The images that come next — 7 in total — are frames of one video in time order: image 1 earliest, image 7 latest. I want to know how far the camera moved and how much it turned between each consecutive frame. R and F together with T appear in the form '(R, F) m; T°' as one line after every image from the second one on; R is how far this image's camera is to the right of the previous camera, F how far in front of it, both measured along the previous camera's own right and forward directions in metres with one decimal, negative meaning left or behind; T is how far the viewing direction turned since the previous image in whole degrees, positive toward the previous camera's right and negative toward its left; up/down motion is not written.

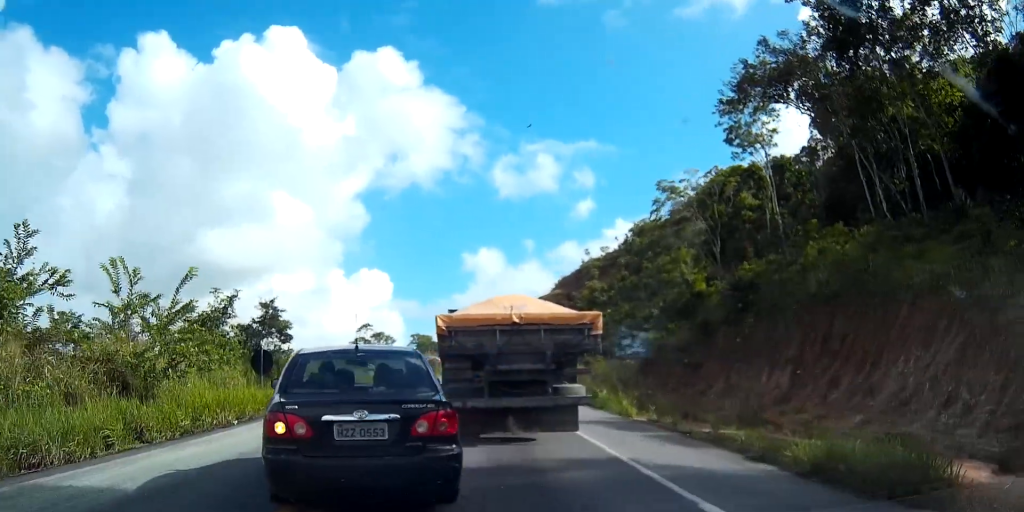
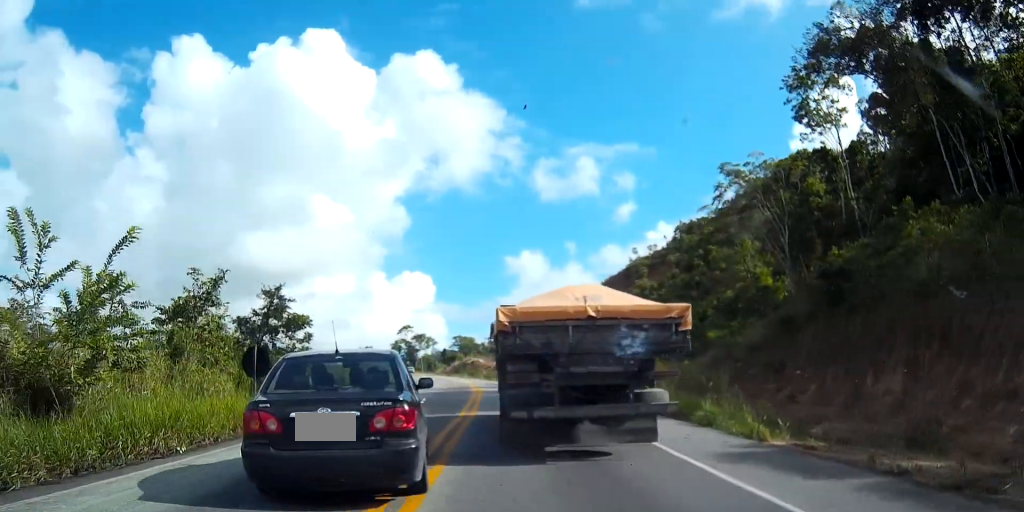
(0.0, +6.7) m; -3°
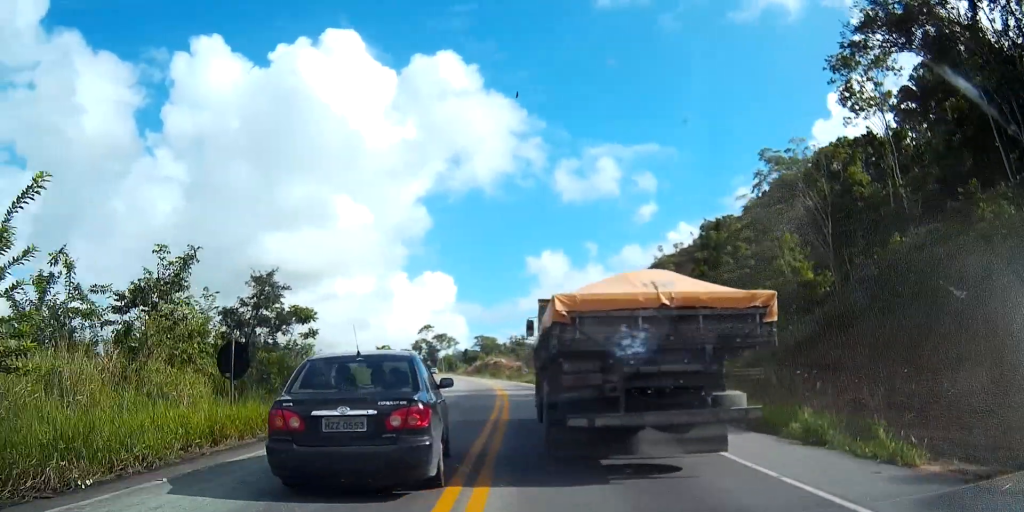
(-0.1, +4.7) m; -1°
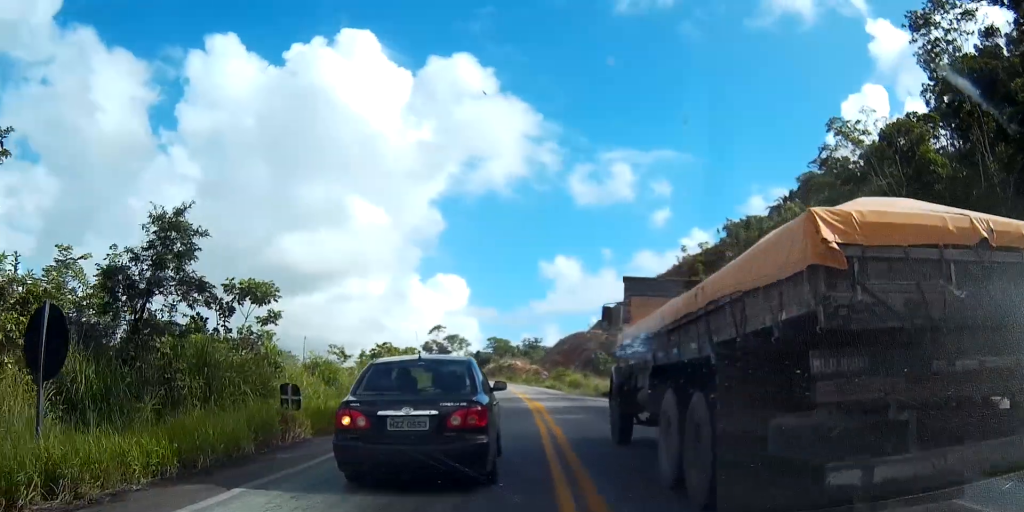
(-0.1, +10.3) m; 0°
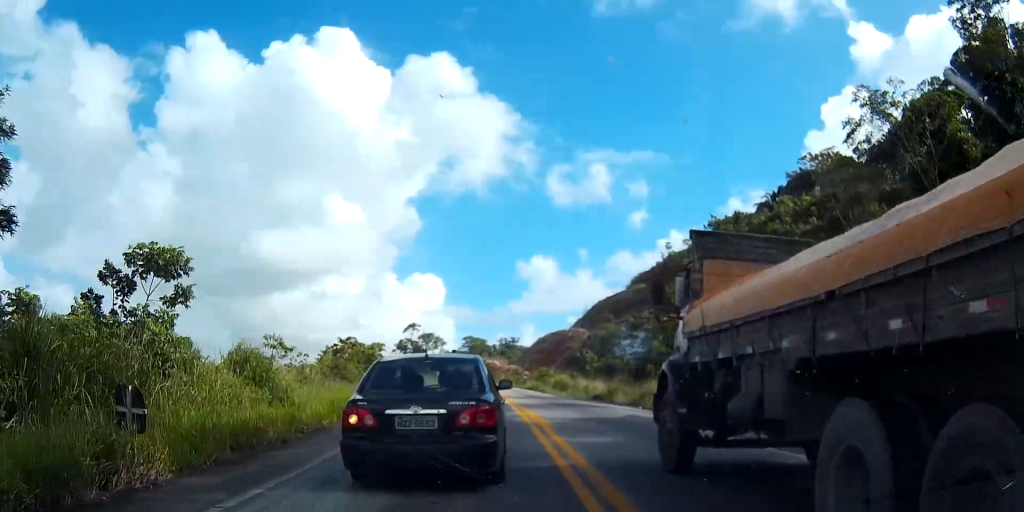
(+0.1, +7.0) m; +1°
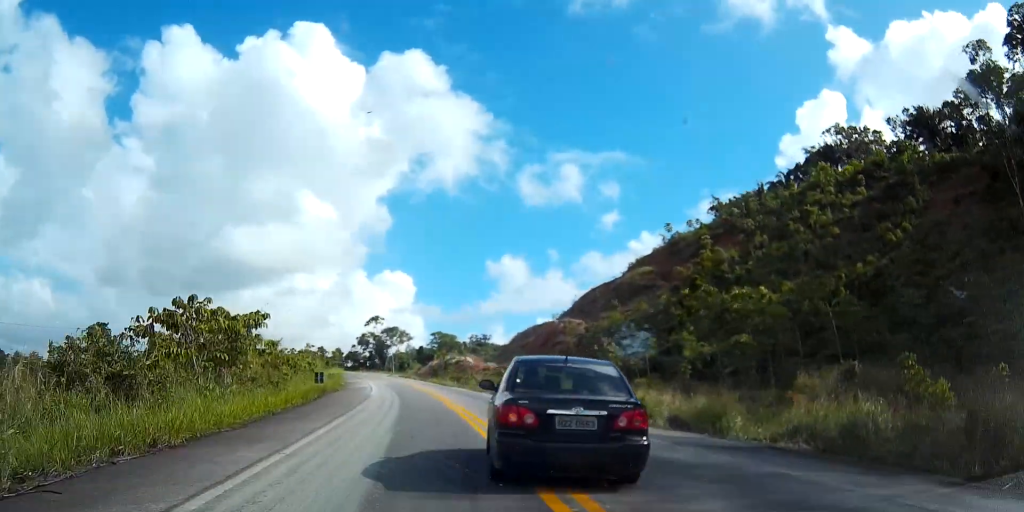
(+0.6, +27.2) m; +2°
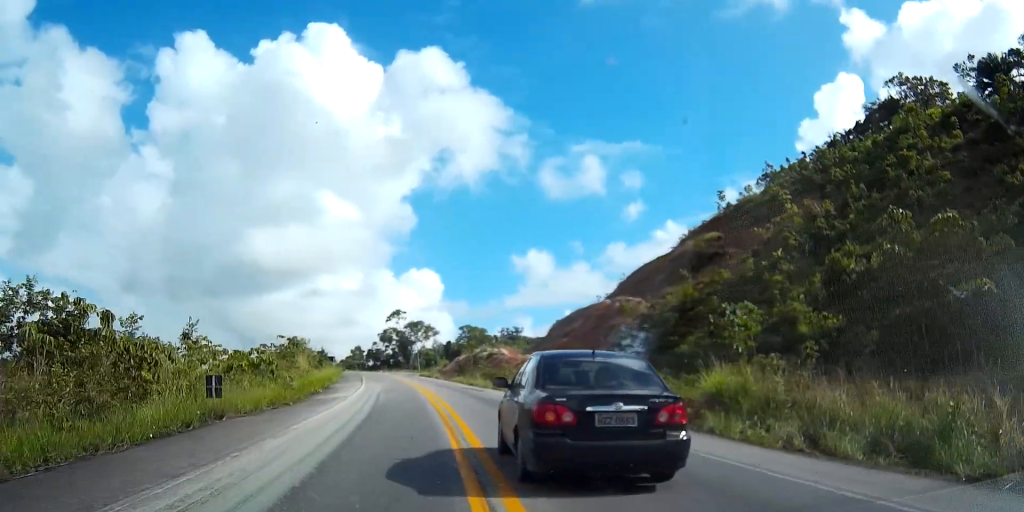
(-0.1, +21.1) m; -2°
